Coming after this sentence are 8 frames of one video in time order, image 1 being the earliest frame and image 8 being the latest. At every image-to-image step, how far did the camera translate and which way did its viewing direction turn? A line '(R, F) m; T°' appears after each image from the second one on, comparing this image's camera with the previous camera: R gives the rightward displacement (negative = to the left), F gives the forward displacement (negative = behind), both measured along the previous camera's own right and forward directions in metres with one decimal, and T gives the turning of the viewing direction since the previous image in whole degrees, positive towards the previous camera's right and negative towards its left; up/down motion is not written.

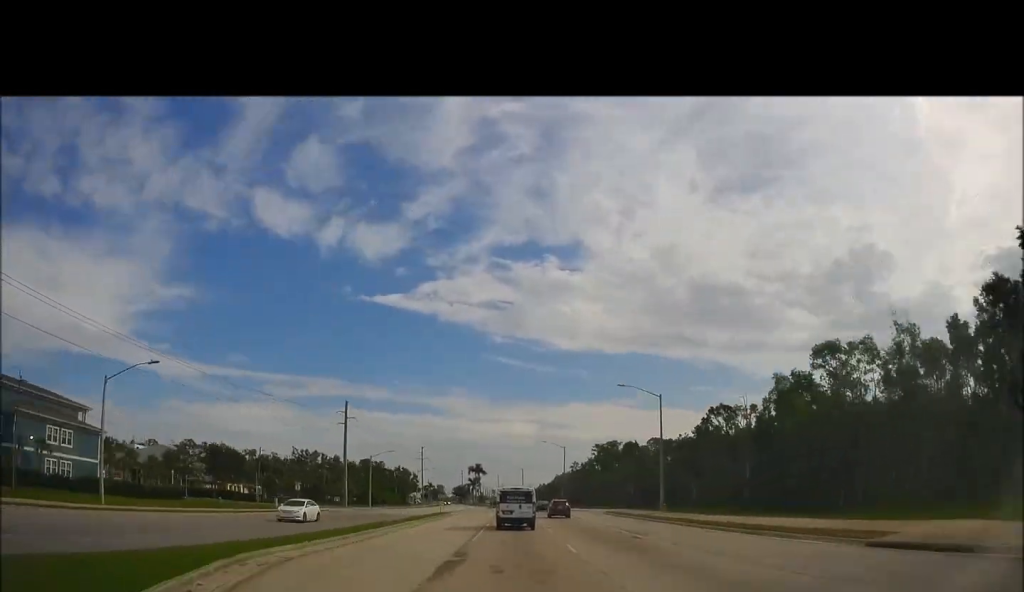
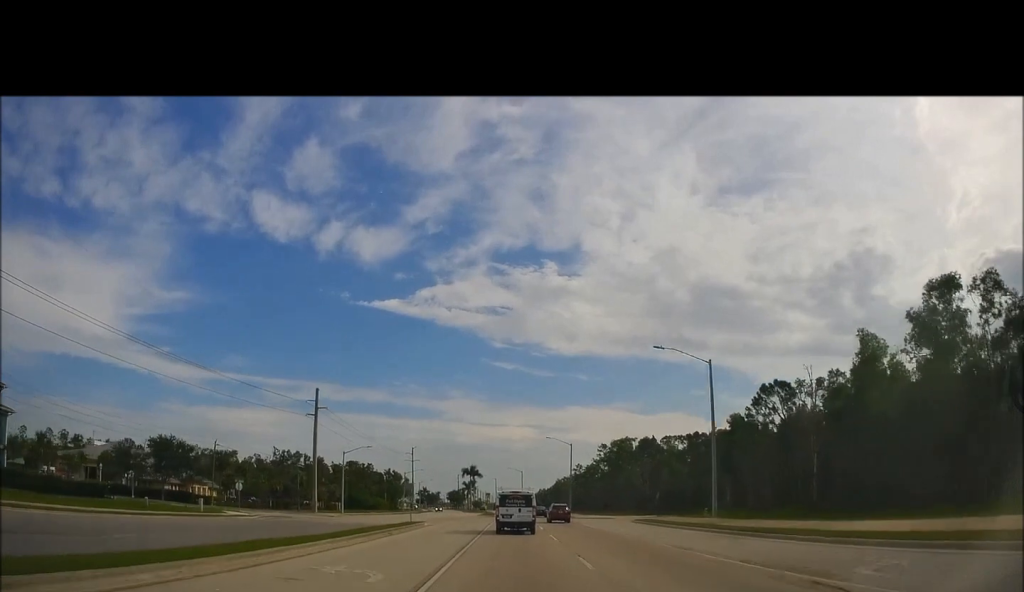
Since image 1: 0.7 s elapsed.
(-0.1, +16.8) m; 0°
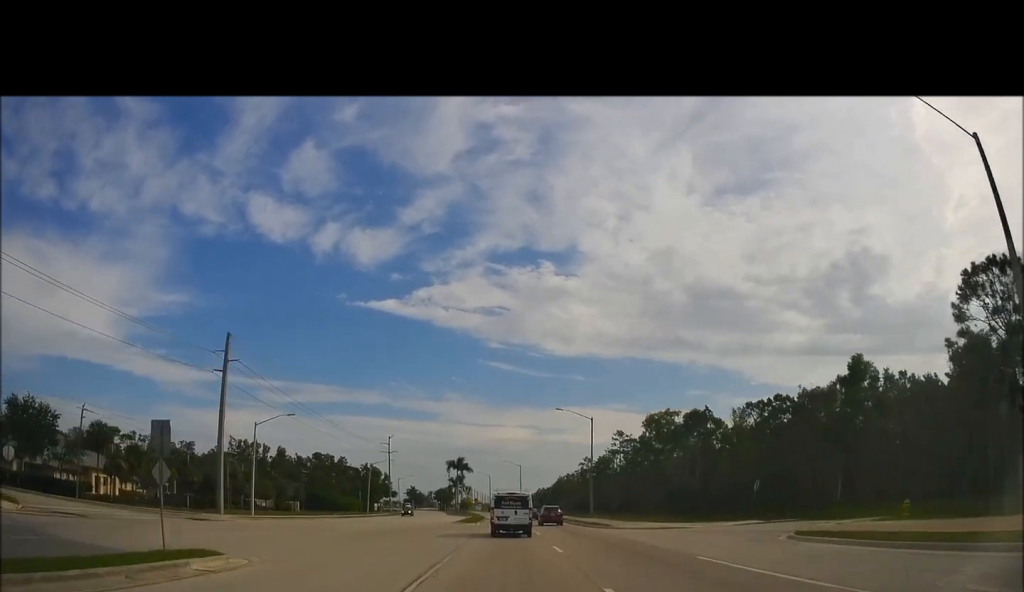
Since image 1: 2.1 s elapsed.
(0.0, +31.2) m; +1°
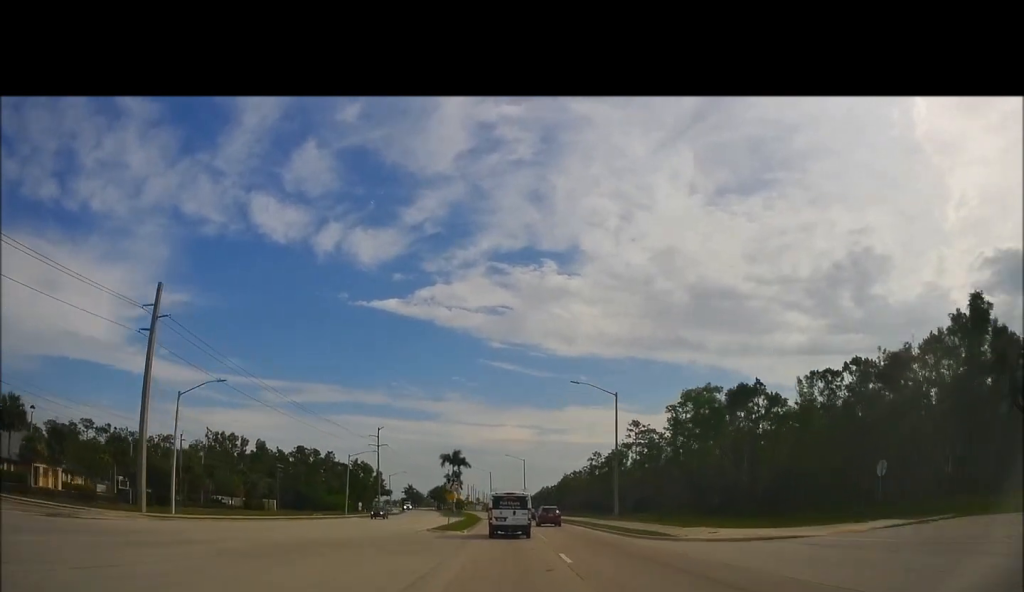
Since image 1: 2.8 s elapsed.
(+0.3, +15.9) m; +1°
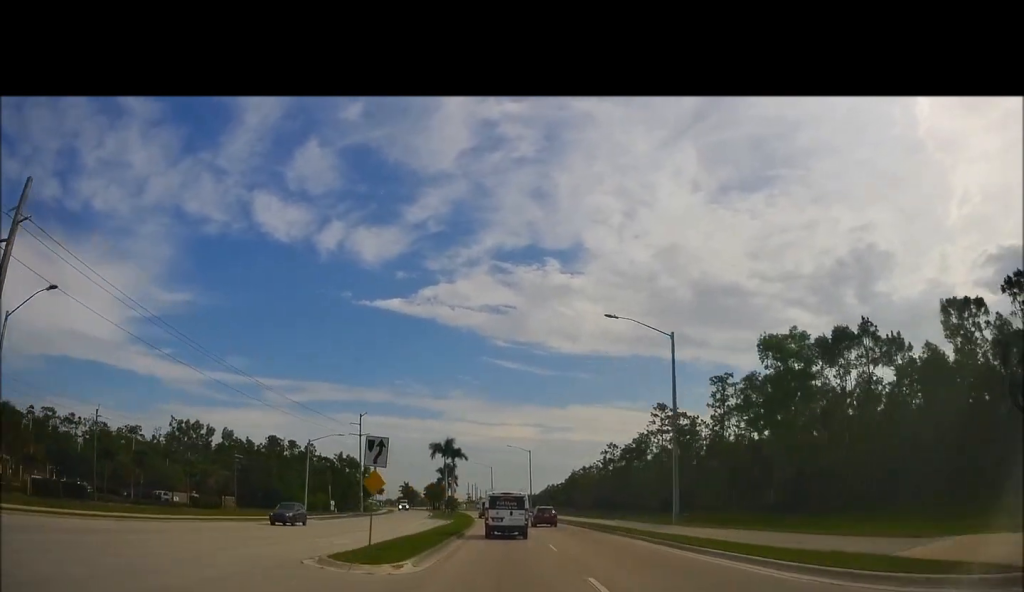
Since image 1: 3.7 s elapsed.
(+0.2, +20.4) m; 0°
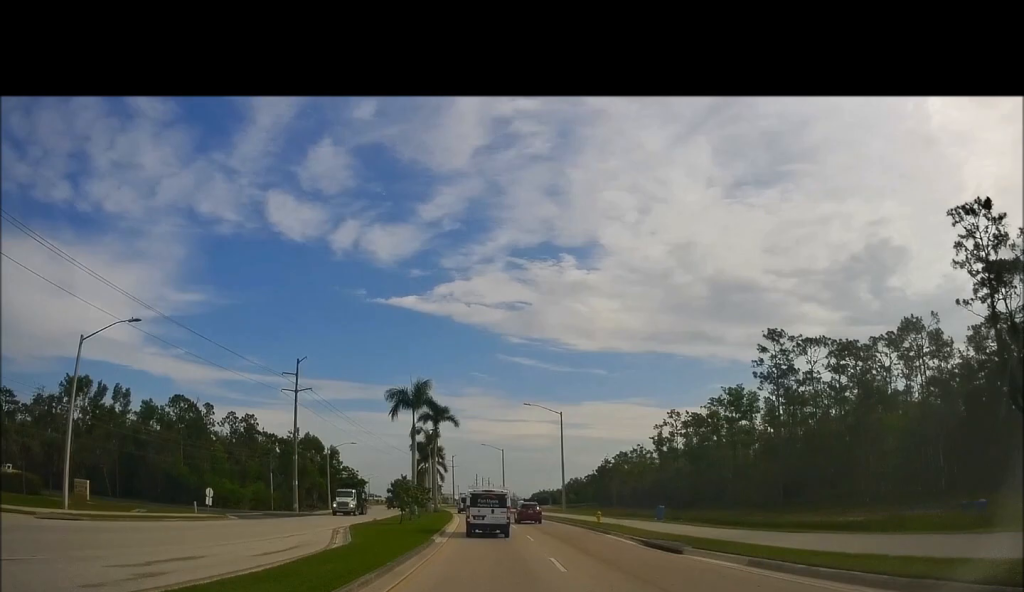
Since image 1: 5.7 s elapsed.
(-0.5, +45.3) m; -1°
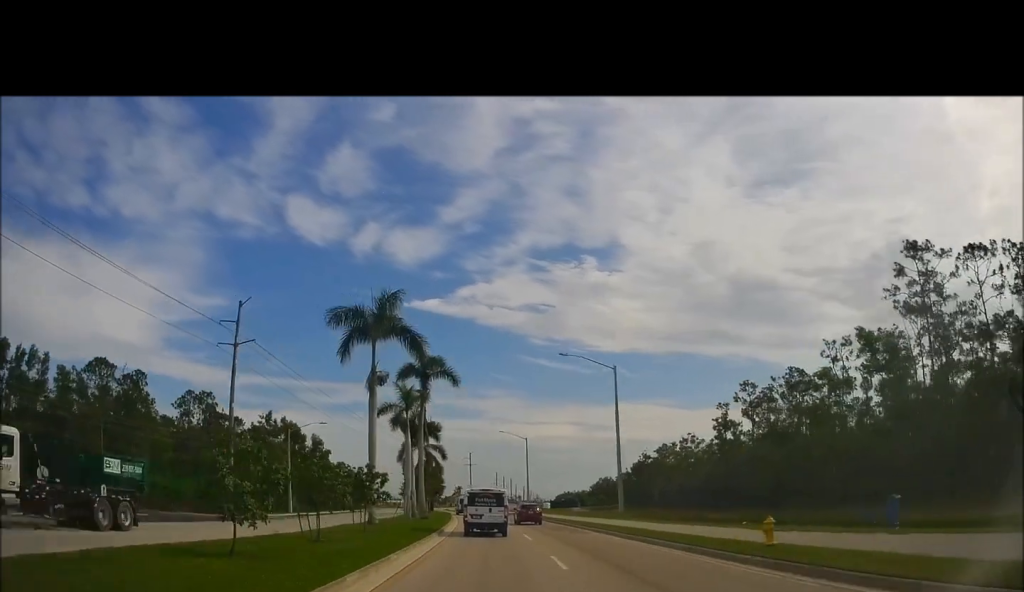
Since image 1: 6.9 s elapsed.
(-0.4, +24.8) m; -1°
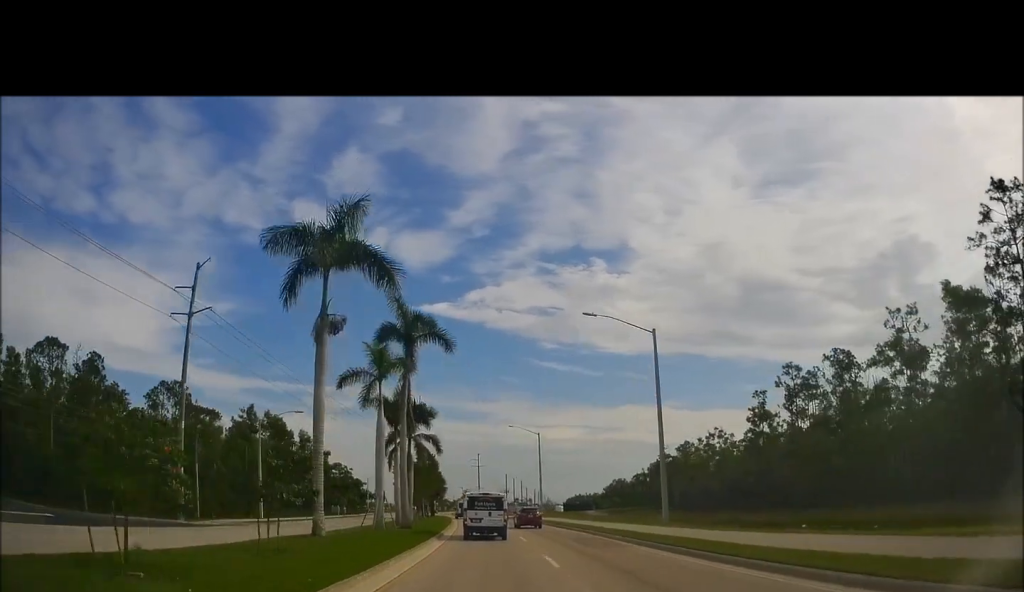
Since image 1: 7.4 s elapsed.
(-0.2, +10.9) m; 0°
